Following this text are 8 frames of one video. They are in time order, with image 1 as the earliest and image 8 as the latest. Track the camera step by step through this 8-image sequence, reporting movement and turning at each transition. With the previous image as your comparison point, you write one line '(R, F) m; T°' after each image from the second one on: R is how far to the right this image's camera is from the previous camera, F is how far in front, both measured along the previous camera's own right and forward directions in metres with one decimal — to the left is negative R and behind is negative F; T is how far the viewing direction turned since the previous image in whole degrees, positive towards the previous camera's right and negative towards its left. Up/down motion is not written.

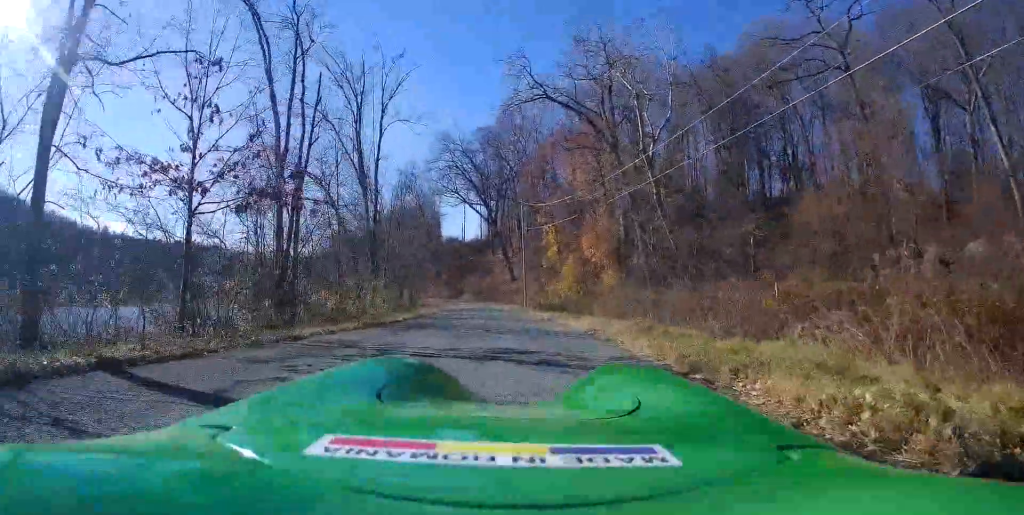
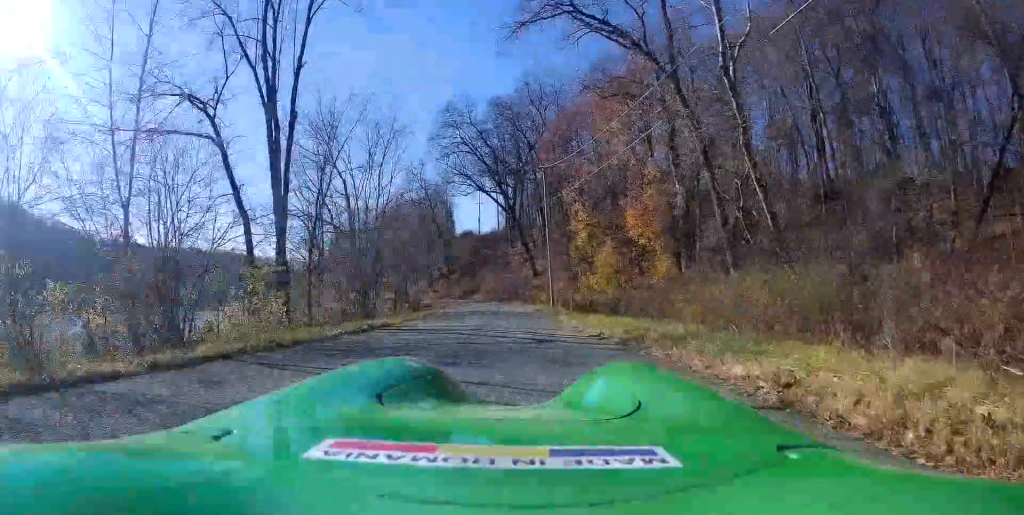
(-0.7, +15.2) m; -4°
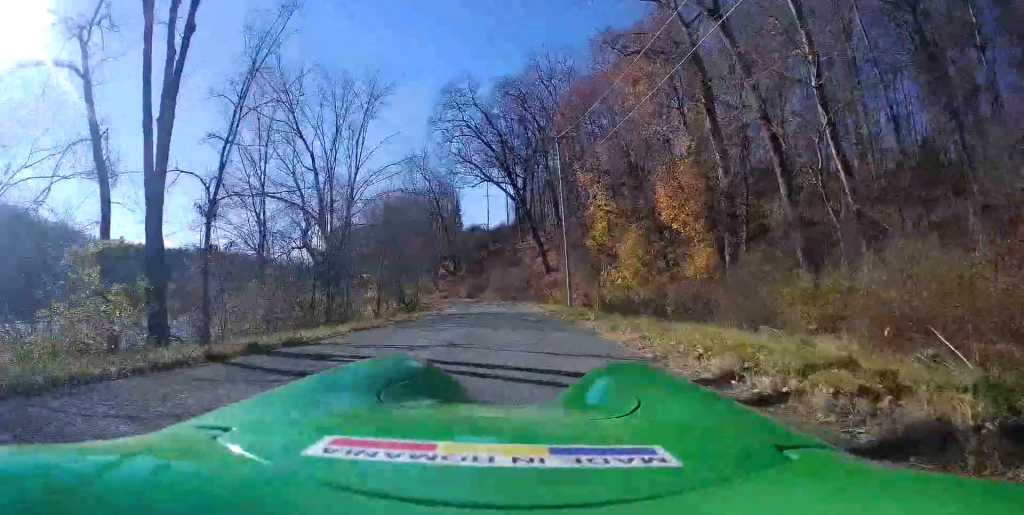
(0.0, +6.8) m; +1°
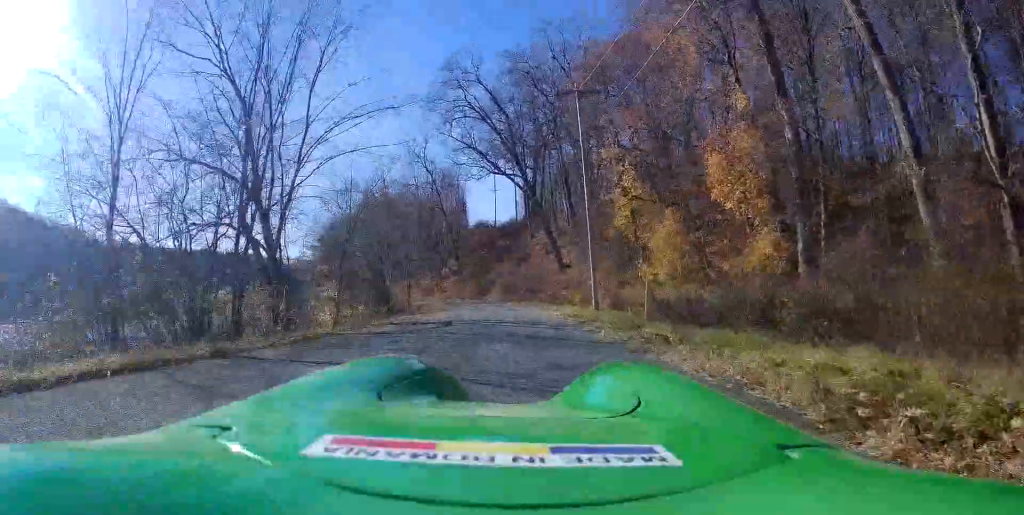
(+0.1, +8.3) m; 0°
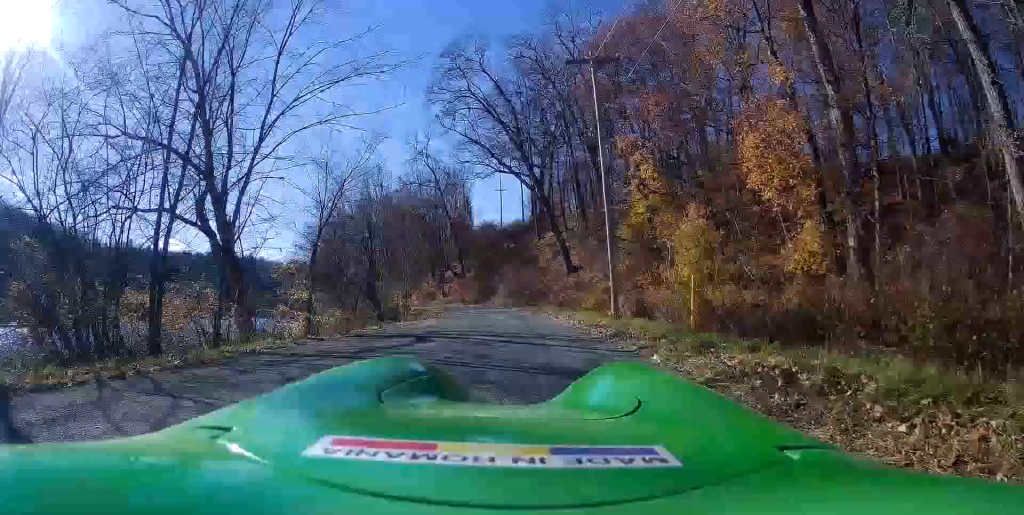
(0.0, +4.4) m; -1°
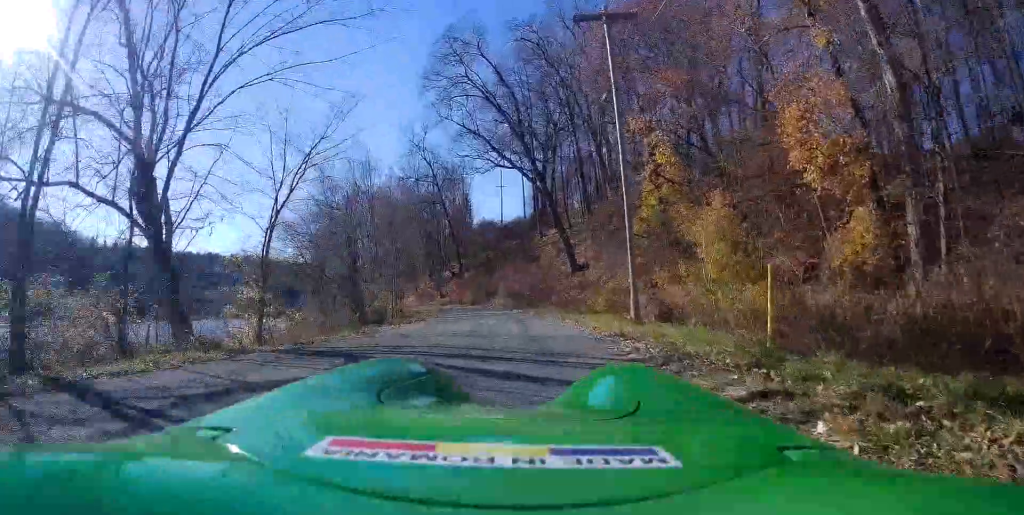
(0.0, +4.2) m; -2°
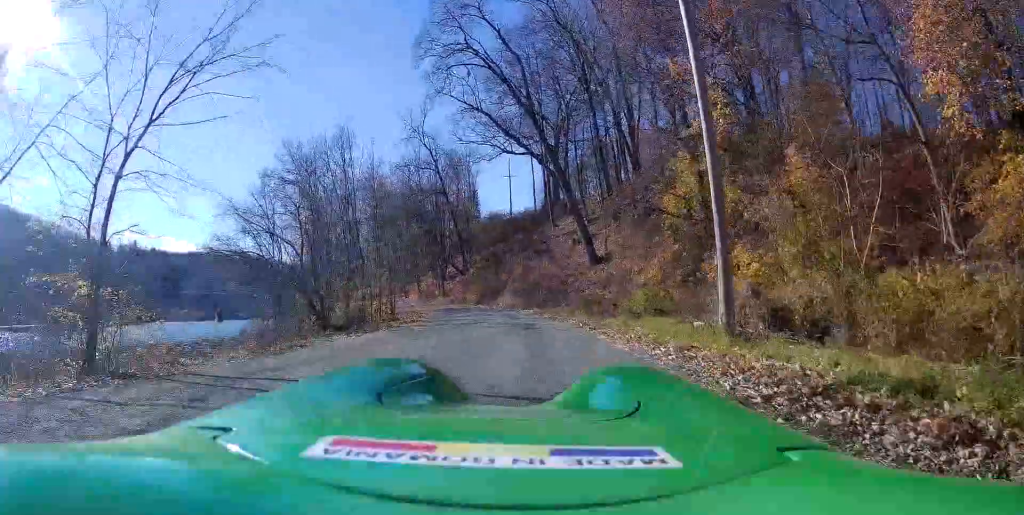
(-0.4, +8.9) m; -4°
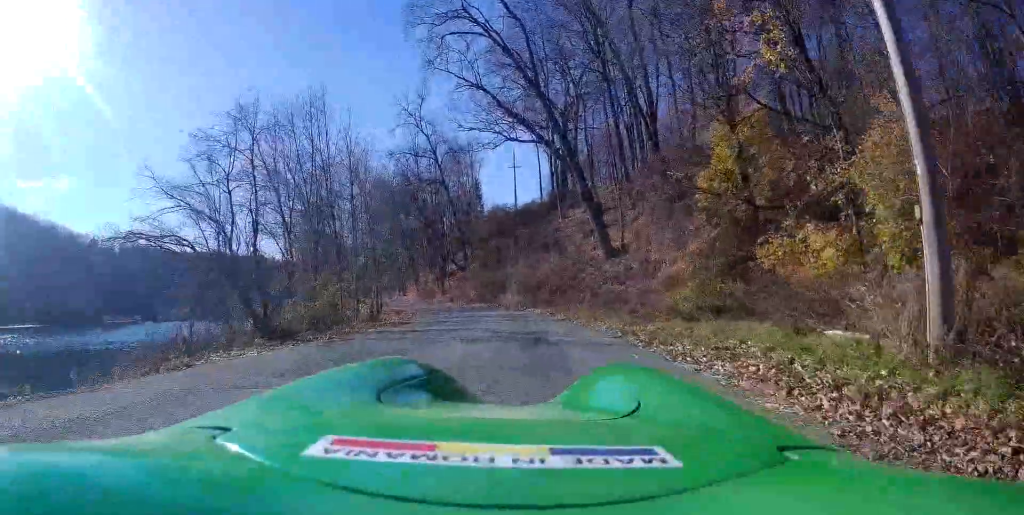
(-0.1, +6.0) m; +5°
